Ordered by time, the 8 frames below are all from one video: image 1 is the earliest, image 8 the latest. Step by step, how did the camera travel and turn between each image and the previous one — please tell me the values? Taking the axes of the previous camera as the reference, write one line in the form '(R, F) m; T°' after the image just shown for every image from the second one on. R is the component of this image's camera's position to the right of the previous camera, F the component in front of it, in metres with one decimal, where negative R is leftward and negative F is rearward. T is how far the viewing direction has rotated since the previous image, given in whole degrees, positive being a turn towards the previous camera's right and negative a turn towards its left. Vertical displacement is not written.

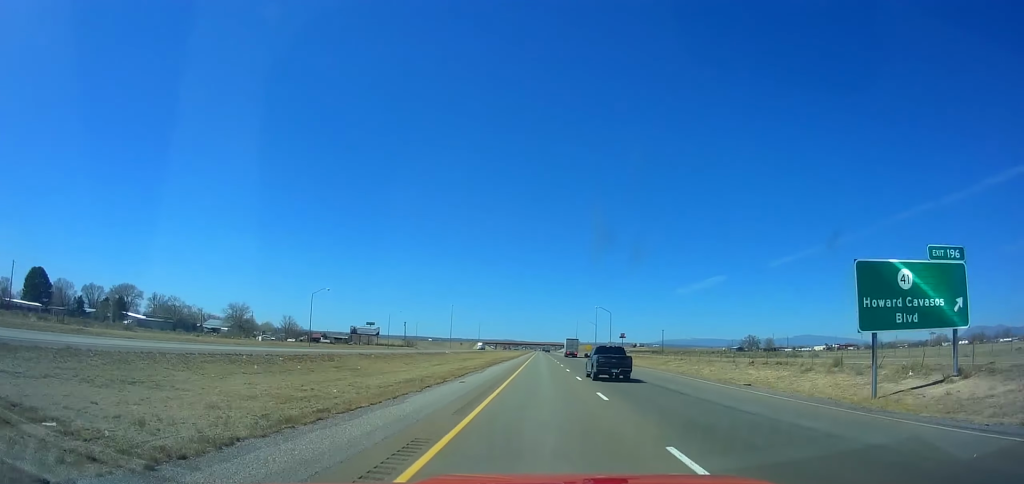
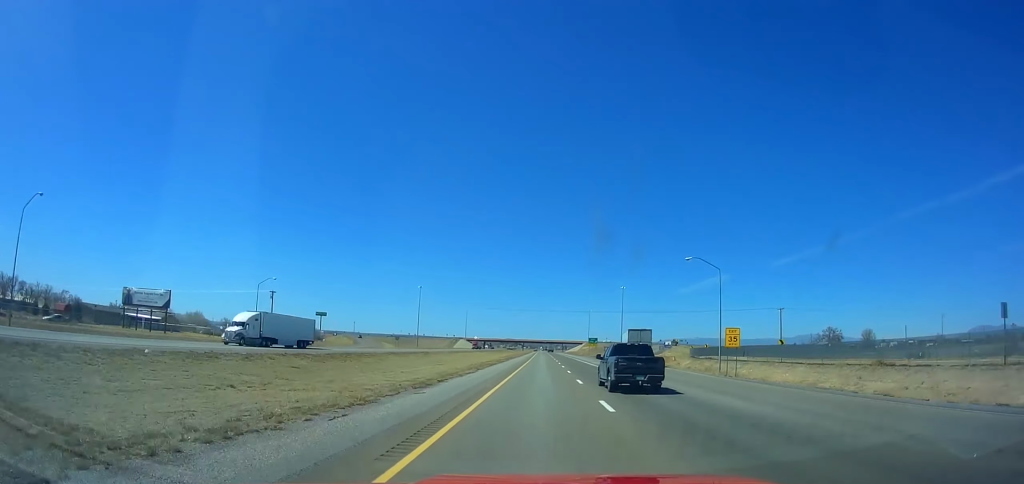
(+0.3, +122.3) m; 0°
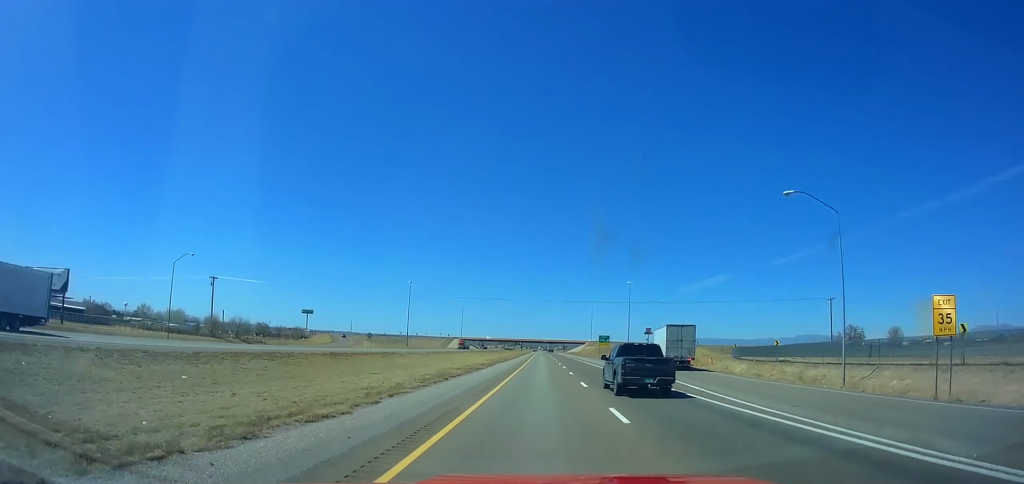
(0.0, +57.8) m; 0°
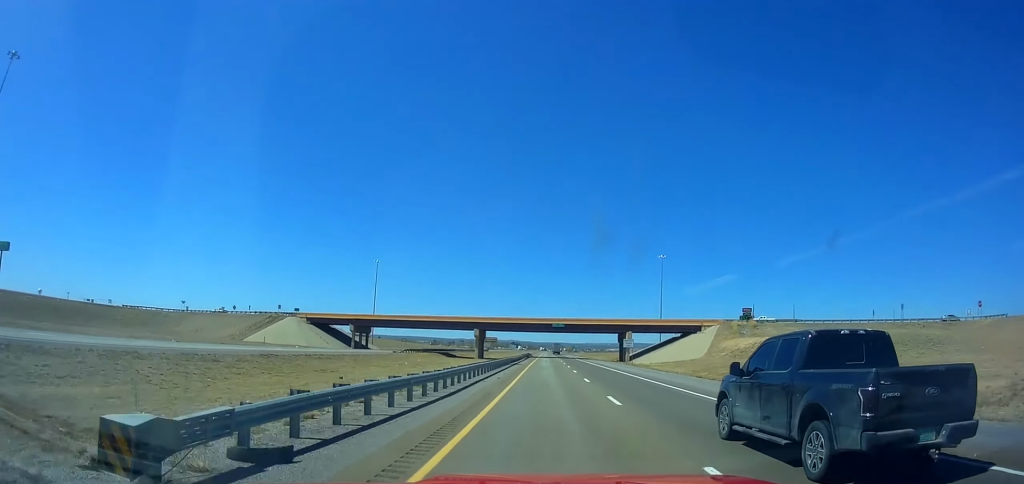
(-0.6, +263.5) m; -1°
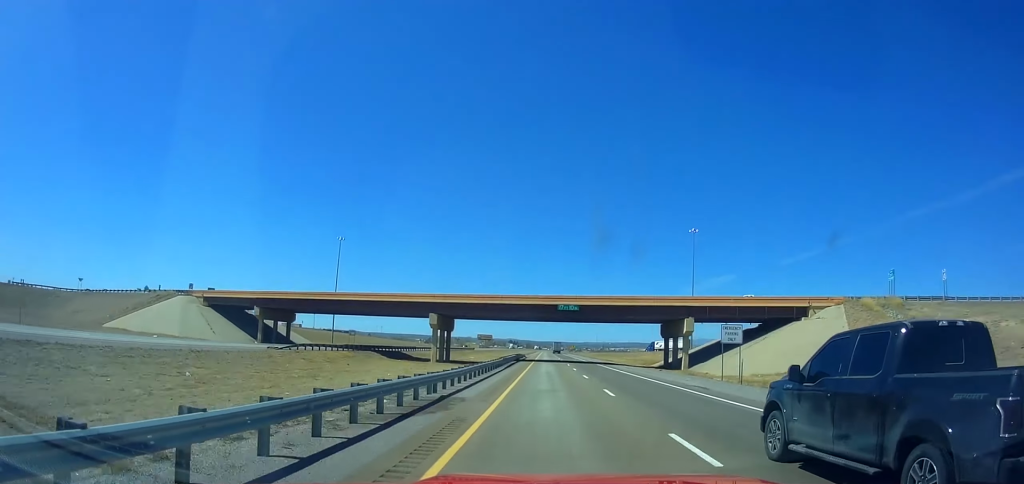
(-0.2, +45.9) m; 0°
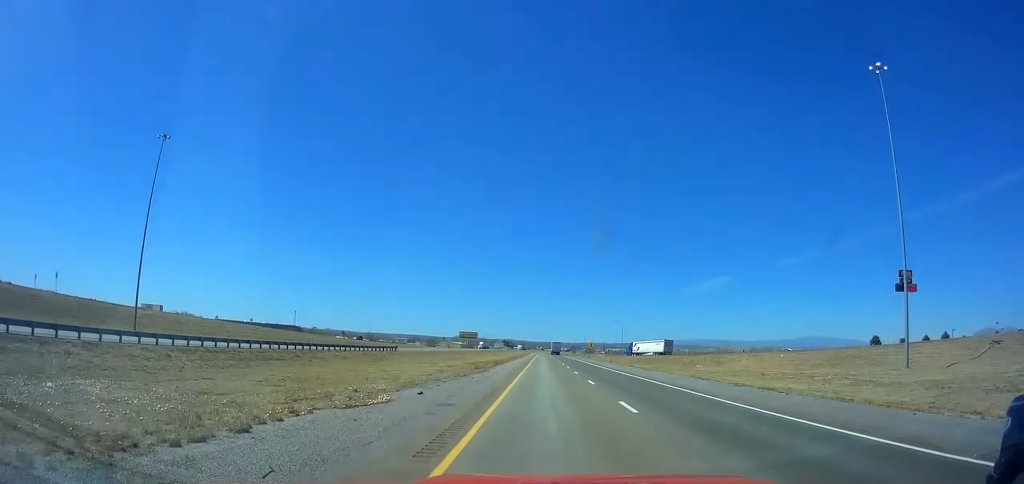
(+0.7, +107.1) m; +1°
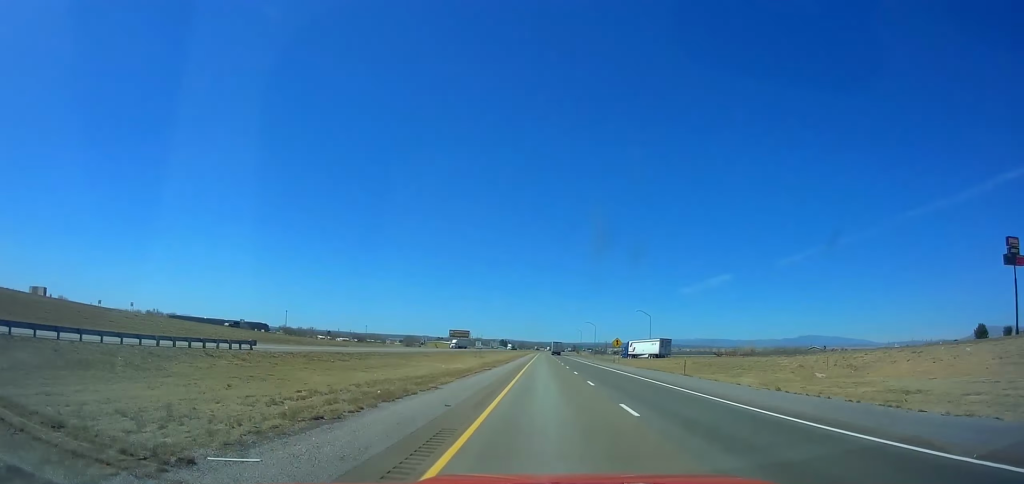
(+0.3, +54.7) m; 0°
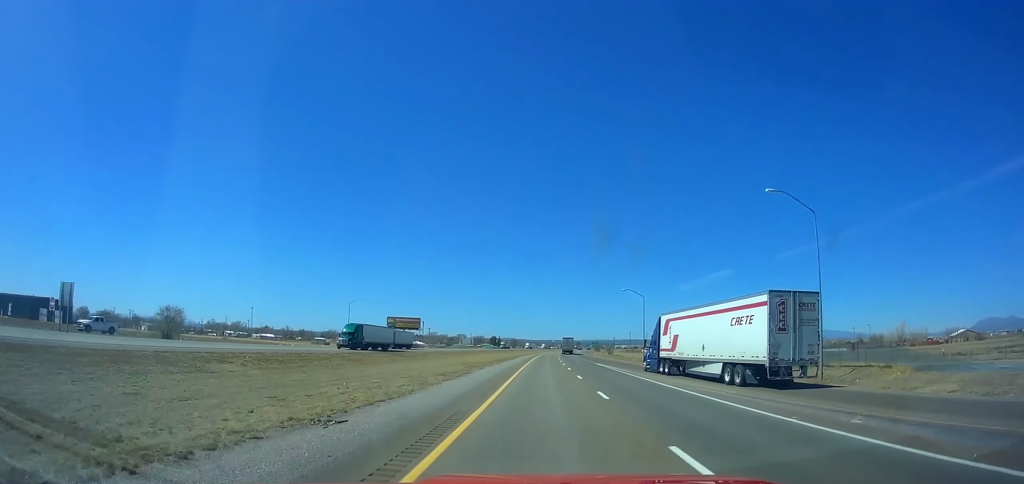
(-0.1, +192.3) m; 0°
